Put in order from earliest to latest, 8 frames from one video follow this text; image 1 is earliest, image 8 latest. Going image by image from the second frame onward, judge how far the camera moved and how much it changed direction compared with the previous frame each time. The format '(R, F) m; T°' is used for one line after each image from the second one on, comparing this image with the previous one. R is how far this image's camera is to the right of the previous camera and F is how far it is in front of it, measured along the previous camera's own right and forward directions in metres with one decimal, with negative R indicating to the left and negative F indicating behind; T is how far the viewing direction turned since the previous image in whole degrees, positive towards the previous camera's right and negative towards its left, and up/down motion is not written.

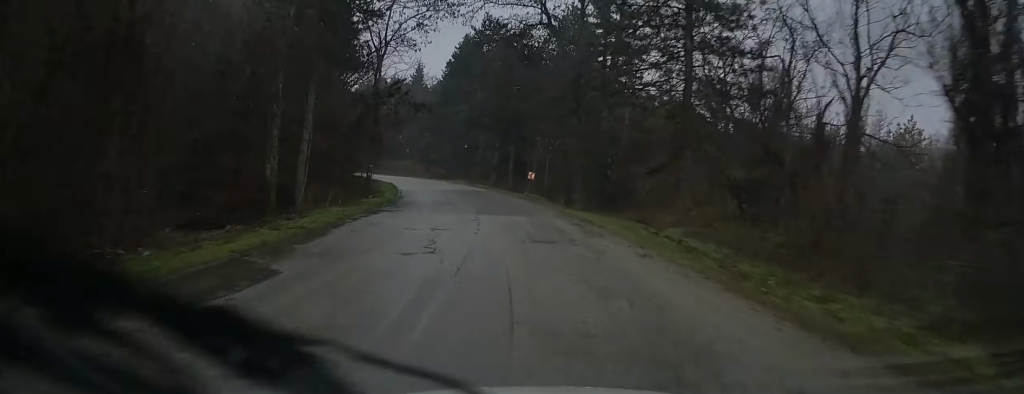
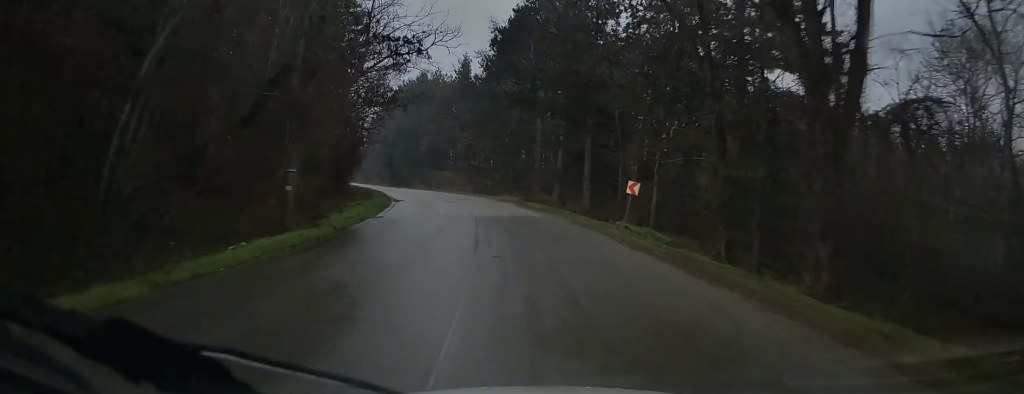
(-1.4, +22.0) m; -7°
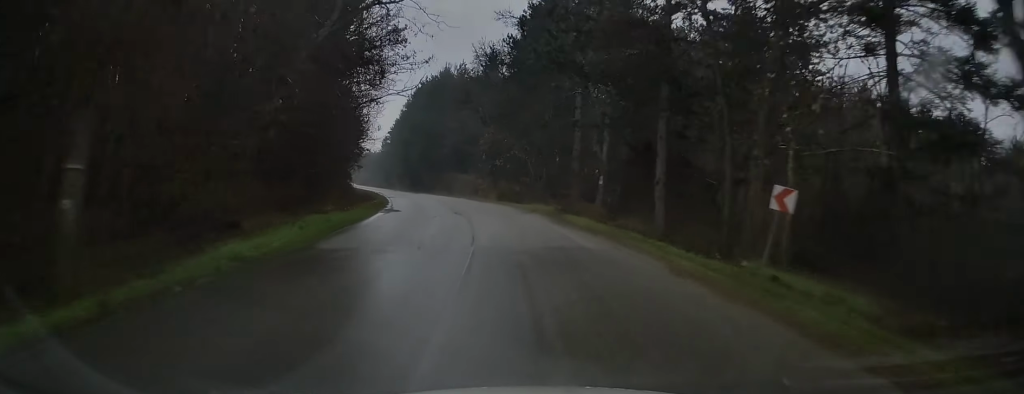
(-0.4, +10.7) m; -3°
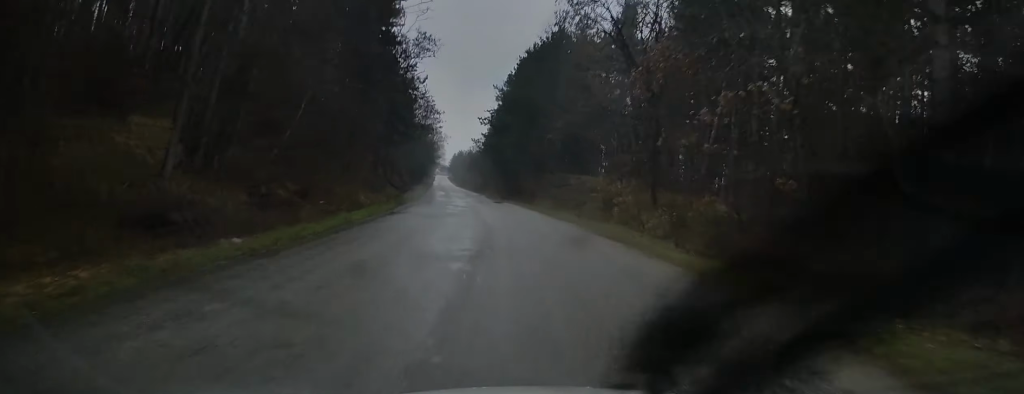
(-2.4, +32.1) m; -8°
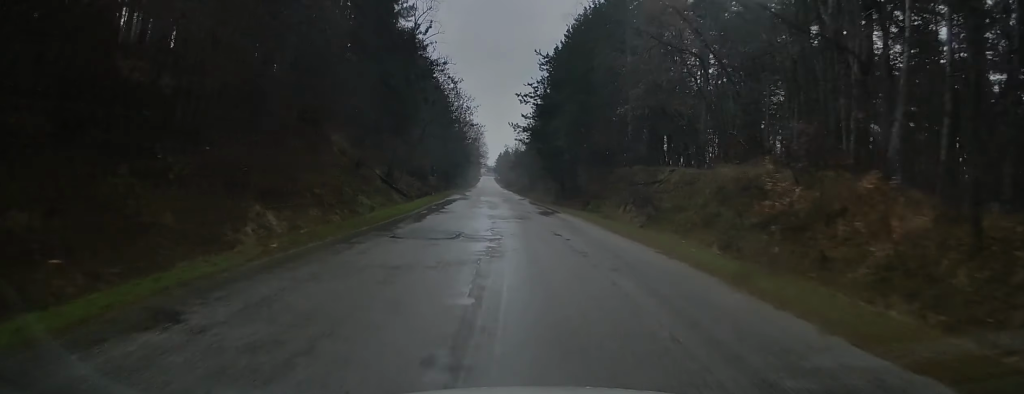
(-0.7, +17.3) m; -4°
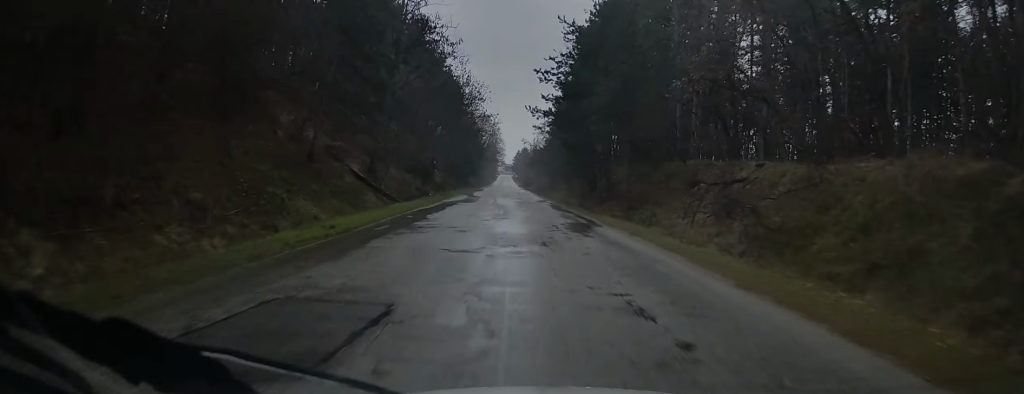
(-0.1, +9.7) m; -2°
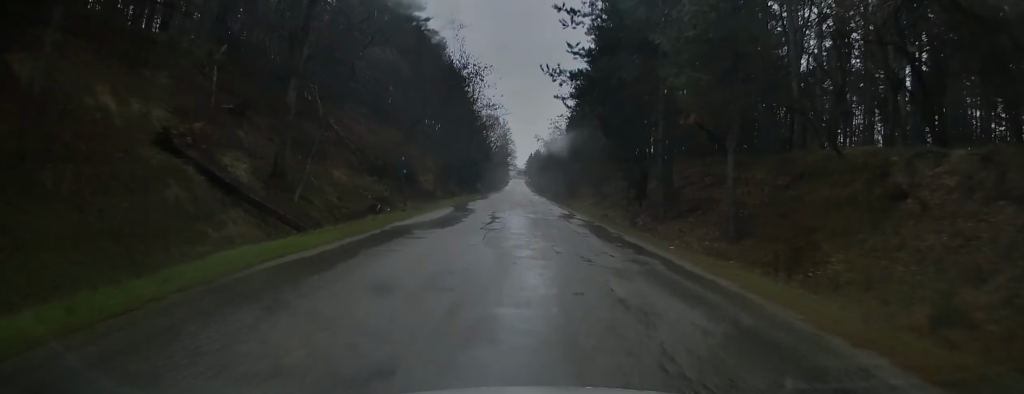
(-0.4, +14.9) m; -2°
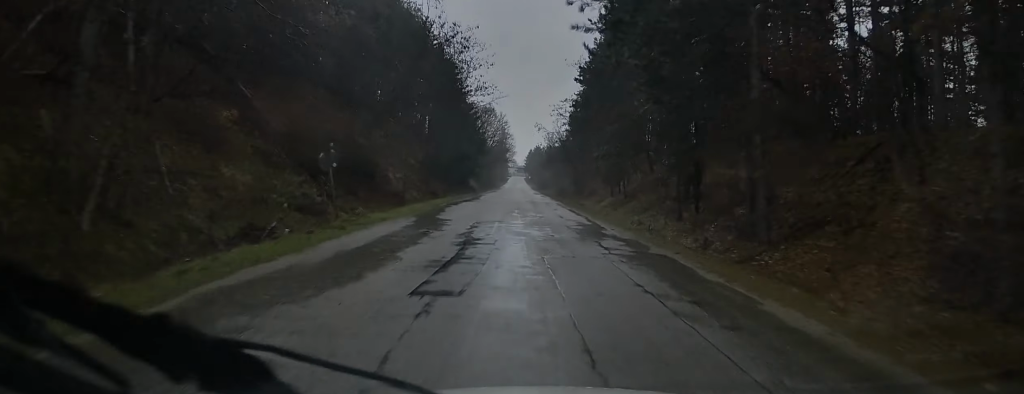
(-0.1, +10.2) m; -1°
